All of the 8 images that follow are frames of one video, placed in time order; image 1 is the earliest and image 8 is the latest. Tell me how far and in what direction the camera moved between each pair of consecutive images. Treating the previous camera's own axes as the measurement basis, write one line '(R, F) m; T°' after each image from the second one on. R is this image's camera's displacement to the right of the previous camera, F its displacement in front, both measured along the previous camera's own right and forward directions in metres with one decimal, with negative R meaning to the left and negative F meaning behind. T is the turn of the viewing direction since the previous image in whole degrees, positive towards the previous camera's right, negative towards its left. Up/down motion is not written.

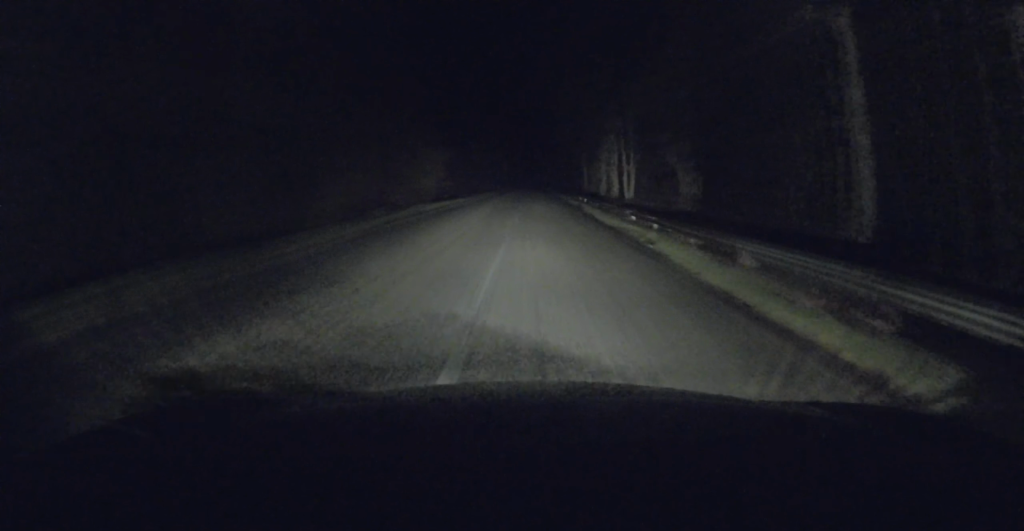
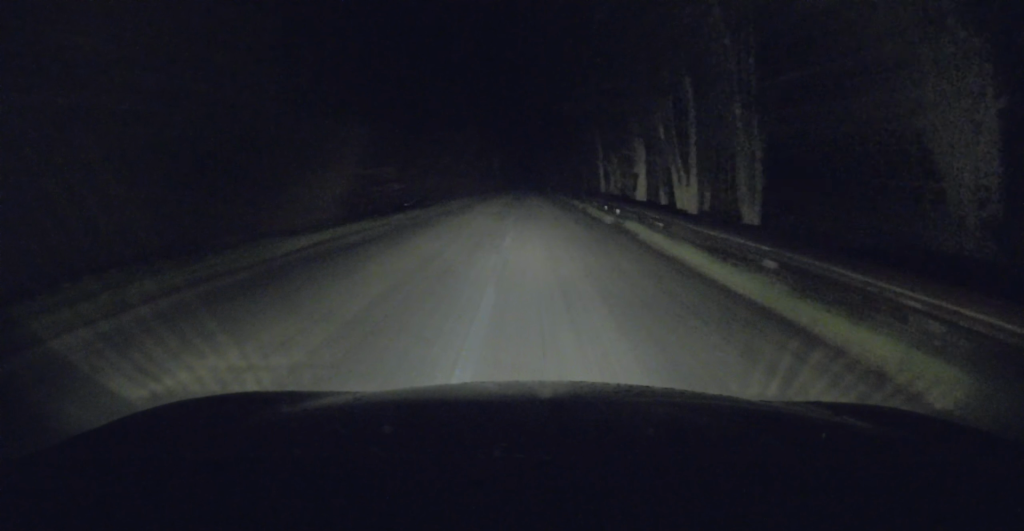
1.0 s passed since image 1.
(0.0, +15.6) m; 0°
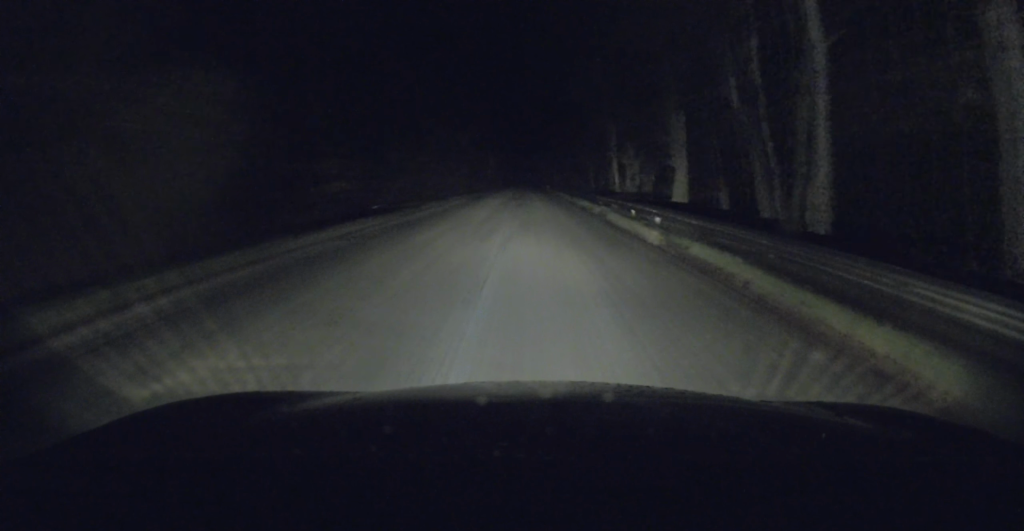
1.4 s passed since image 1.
(-0.1, +7.5) m; 0°
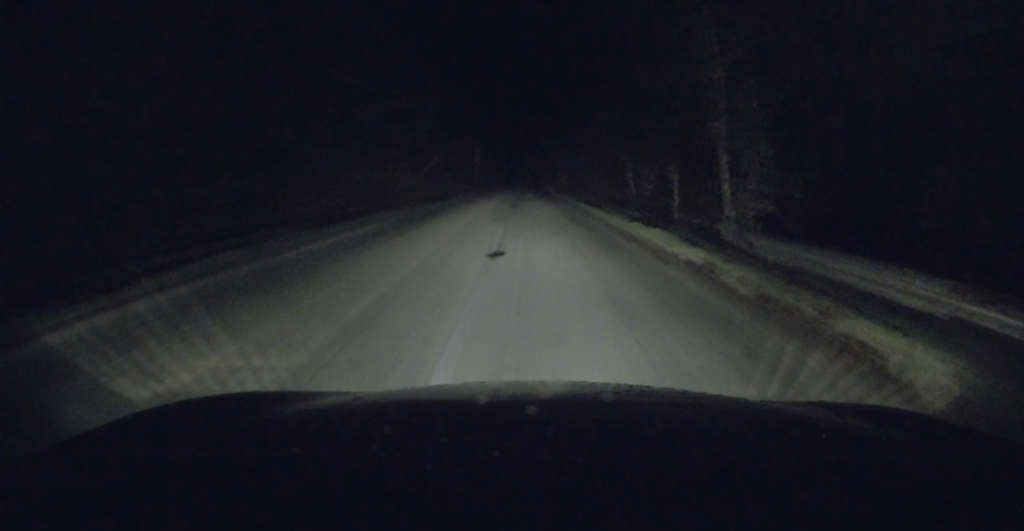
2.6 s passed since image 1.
(+0.3, +19.3) m; +1°
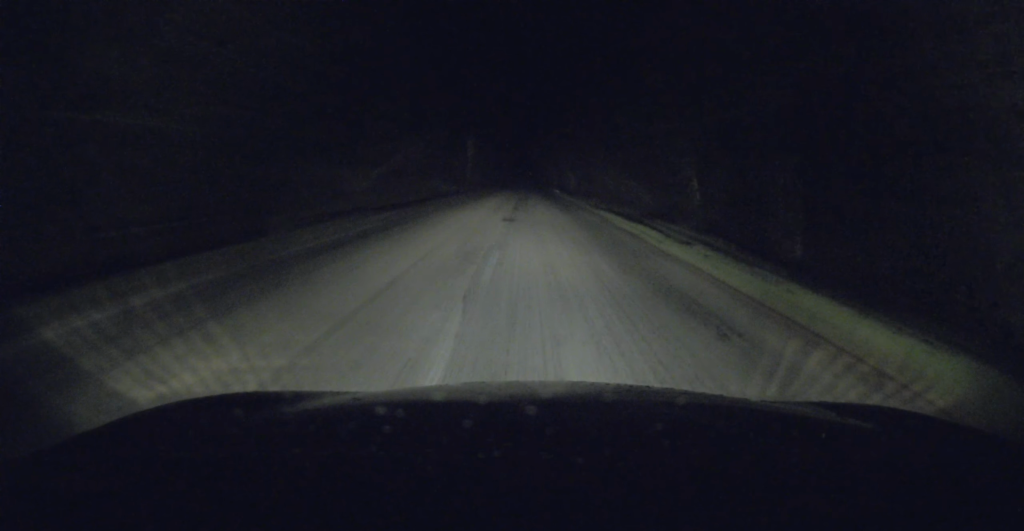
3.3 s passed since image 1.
(-0.1, +11.4) m; 0°
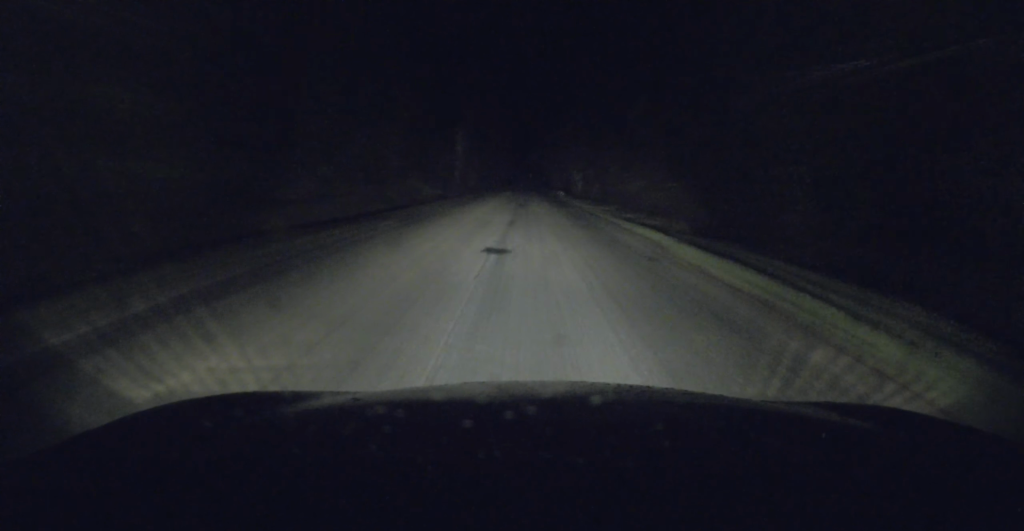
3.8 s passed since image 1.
(0.0, +8.1) m; 0°
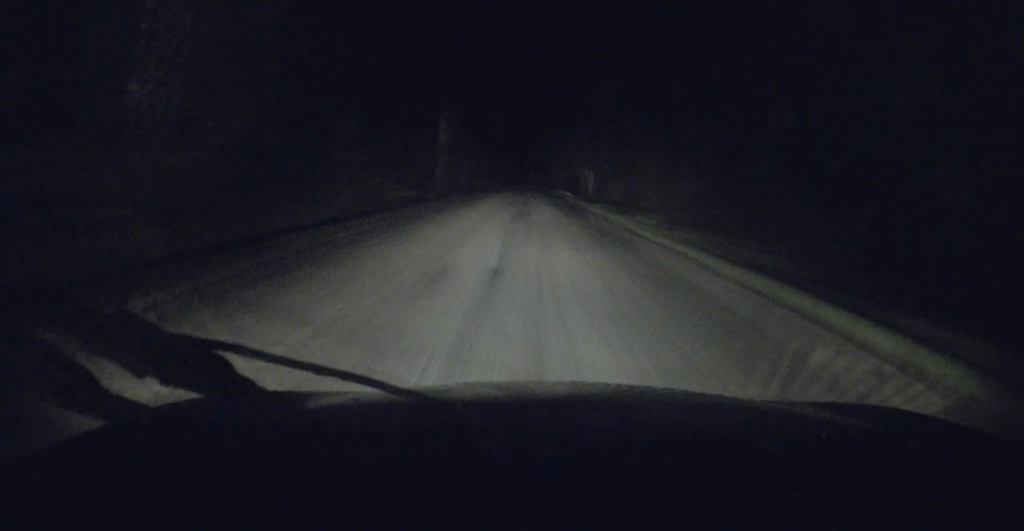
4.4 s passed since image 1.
(0.0, +9.2) m; 0°
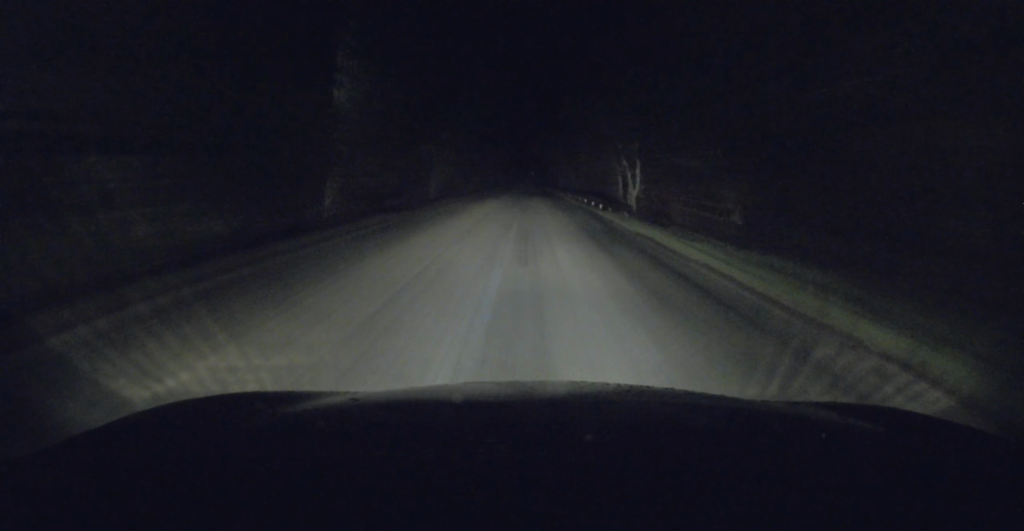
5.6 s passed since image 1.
(+0.1, +19.2) m; 0°
